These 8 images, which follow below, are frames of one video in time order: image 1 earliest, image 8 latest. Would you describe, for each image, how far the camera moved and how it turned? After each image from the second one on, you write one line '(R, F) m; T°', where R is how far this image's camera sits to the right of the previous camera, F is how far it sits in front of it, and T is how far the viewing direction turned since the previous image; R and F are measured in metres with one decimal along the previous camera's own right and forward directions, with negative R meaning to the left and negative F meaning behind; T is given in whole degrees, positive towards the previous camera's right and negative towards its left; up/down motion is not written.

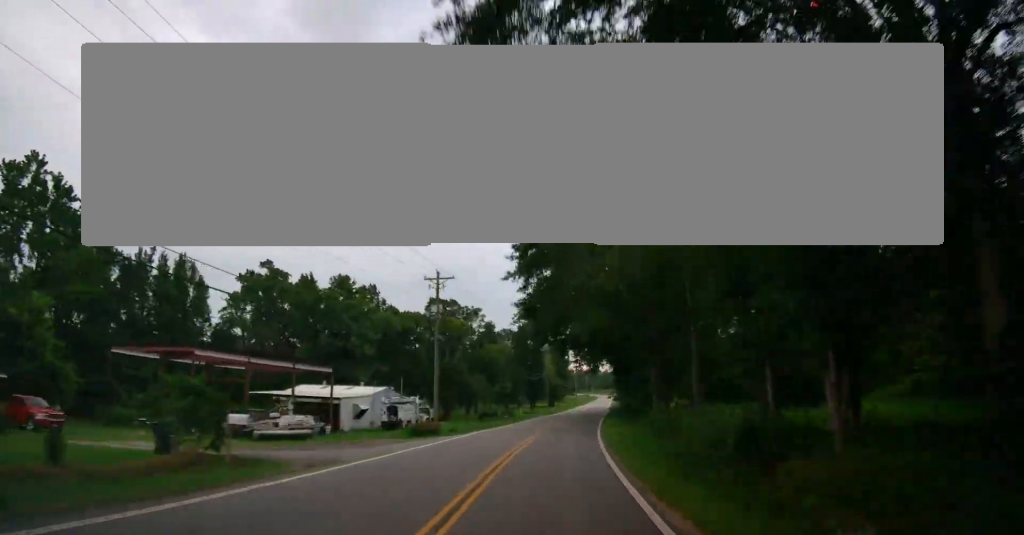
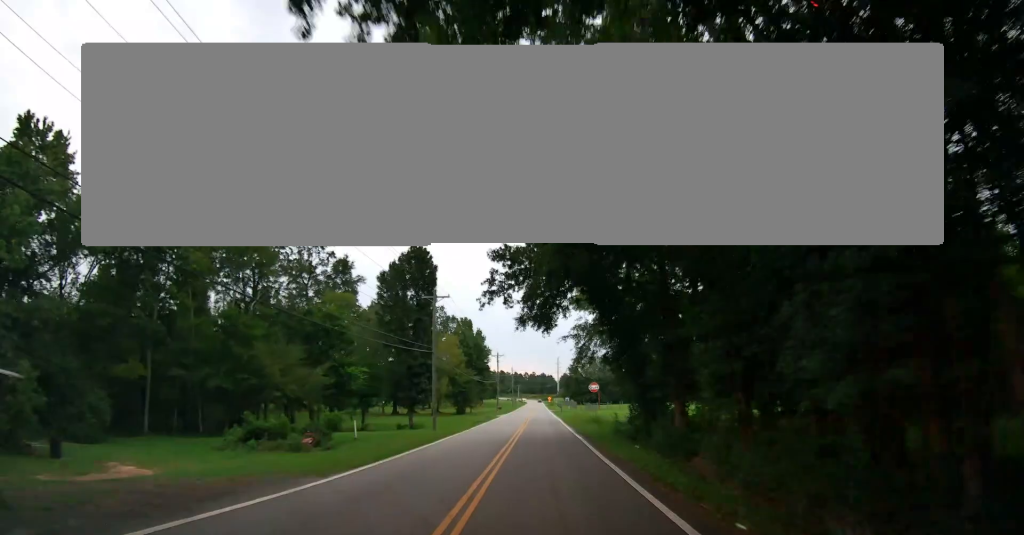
(+7.0, +54.1) m; +14°
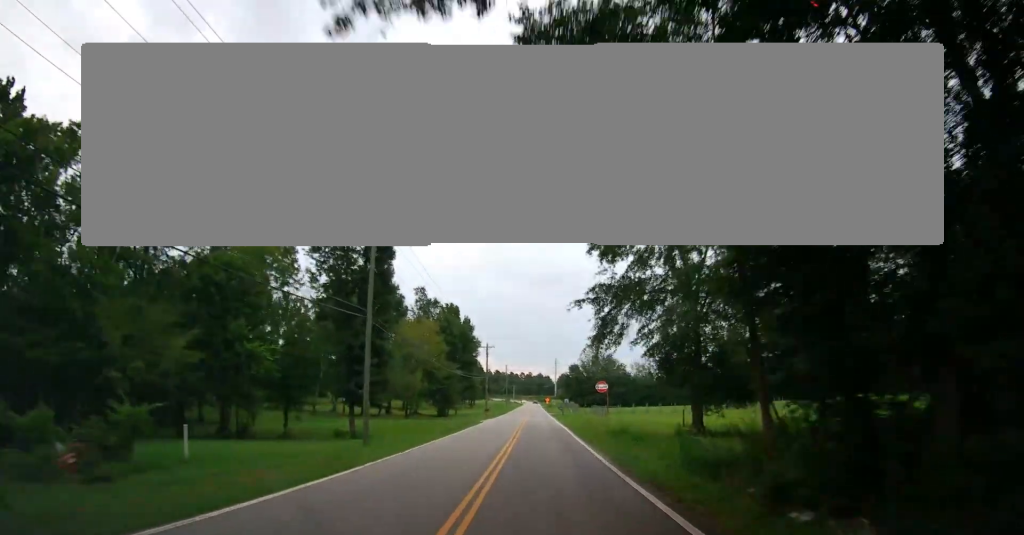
(+0.6, +18.3) m; +2°
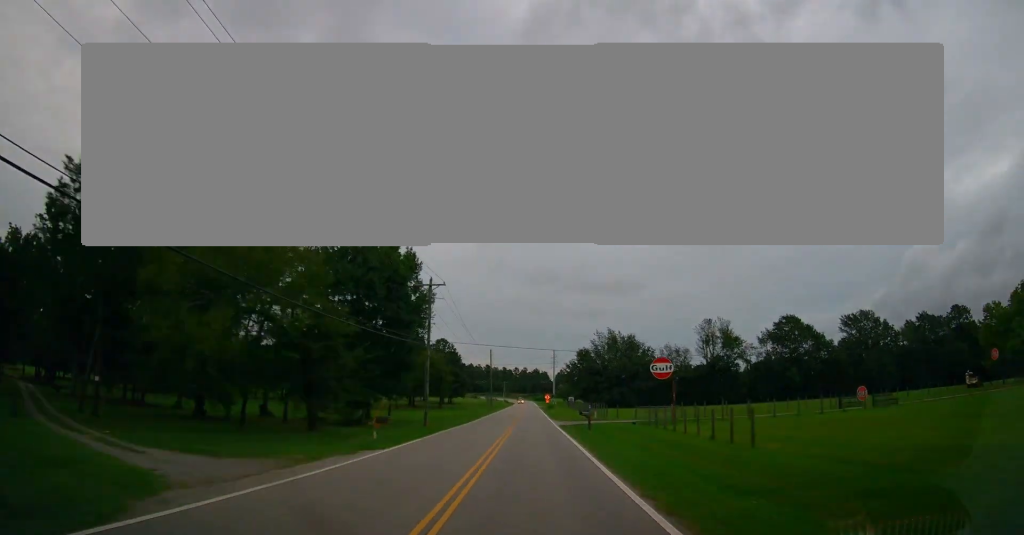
(+0.4, +46.6) m; 0°
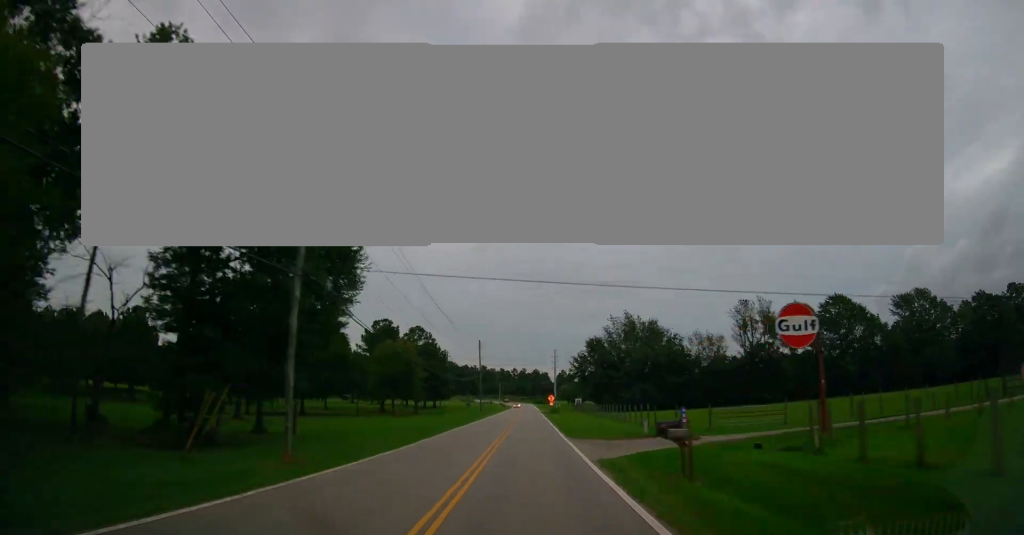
(-0.3, +24.7) m; 0°
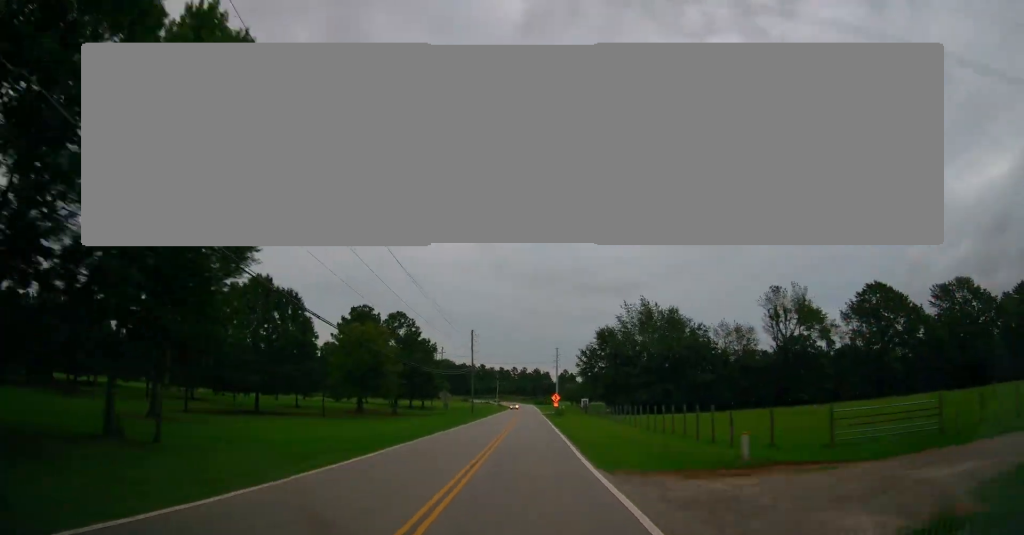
(+0.2, +14.5) m; +1°
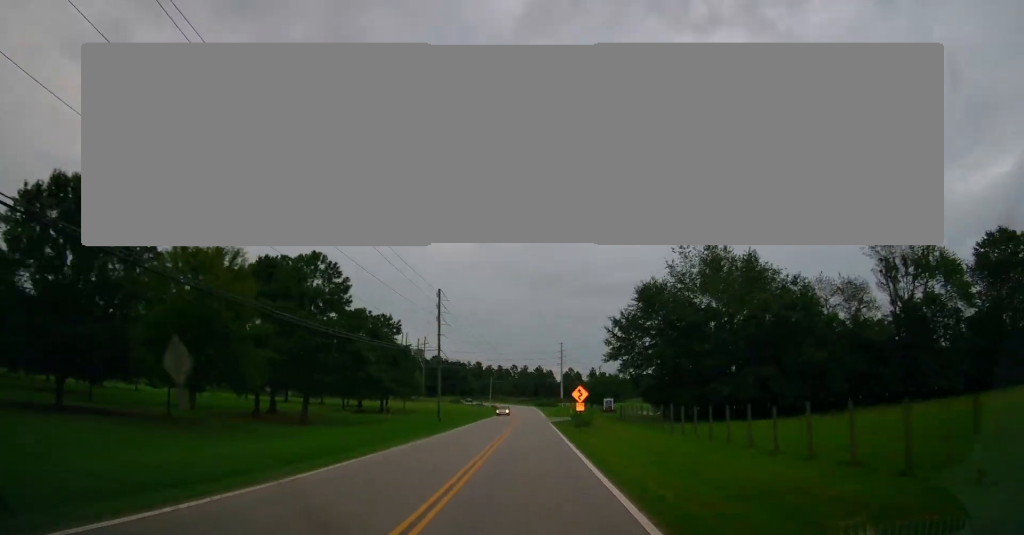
(+0.3, +33.3) m; +1°
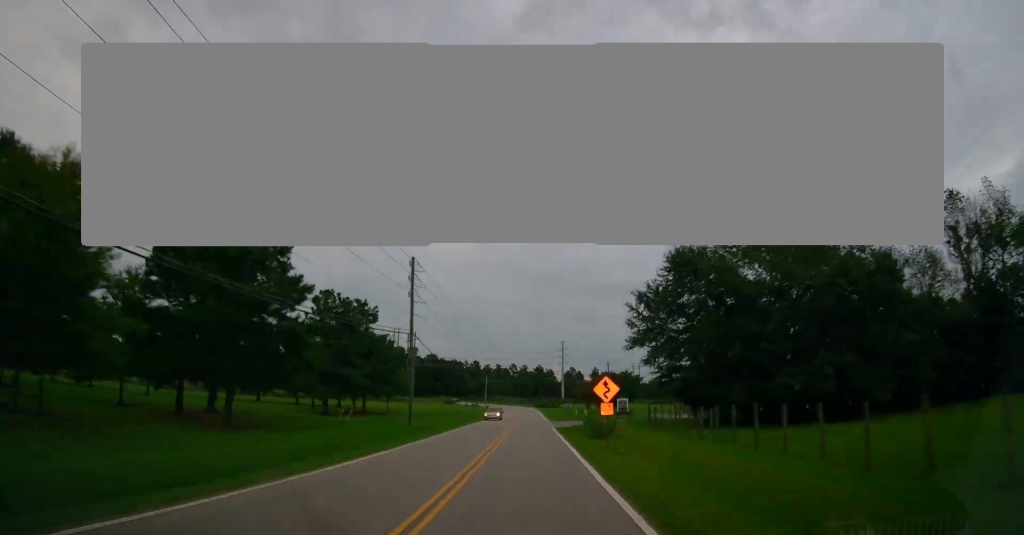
(0.0, +12.9) m; 0°
